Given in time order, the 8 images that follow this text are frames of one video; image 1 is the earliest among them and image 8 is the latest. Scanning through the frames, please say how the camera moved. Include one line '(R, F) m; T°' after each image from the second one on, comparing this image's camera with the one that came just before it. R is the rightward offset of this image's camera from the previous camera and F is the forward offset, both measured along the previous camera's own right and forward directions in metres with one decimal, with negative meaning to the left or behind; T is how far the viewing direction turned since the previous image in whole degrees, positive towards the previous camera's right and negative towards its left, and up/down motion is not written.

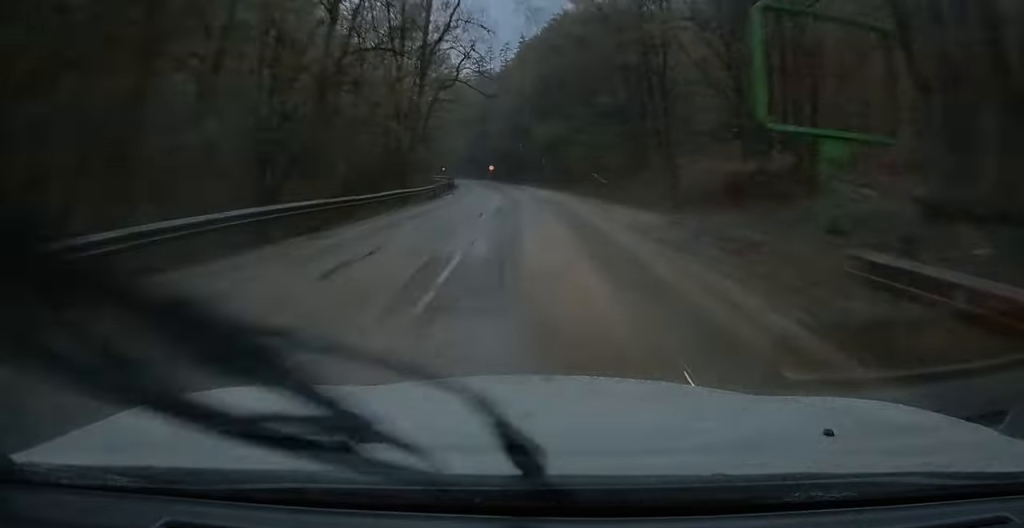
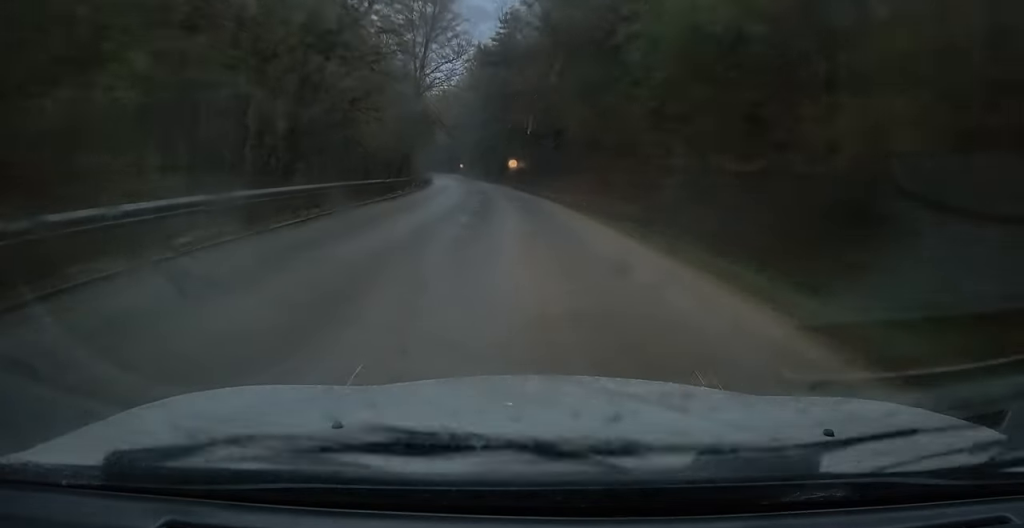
(-1.8, +49.7) m; -5°
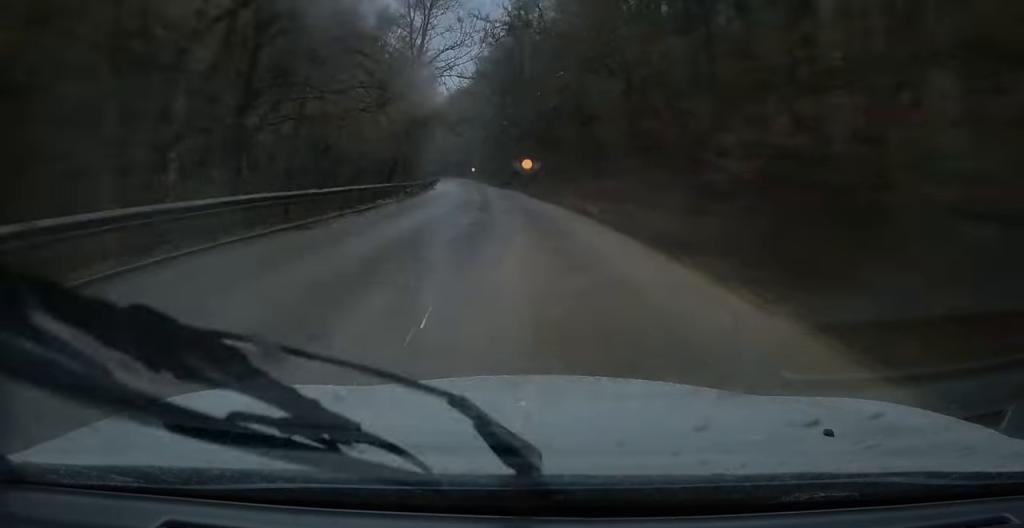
(-0.1, +10.5) m; -1°
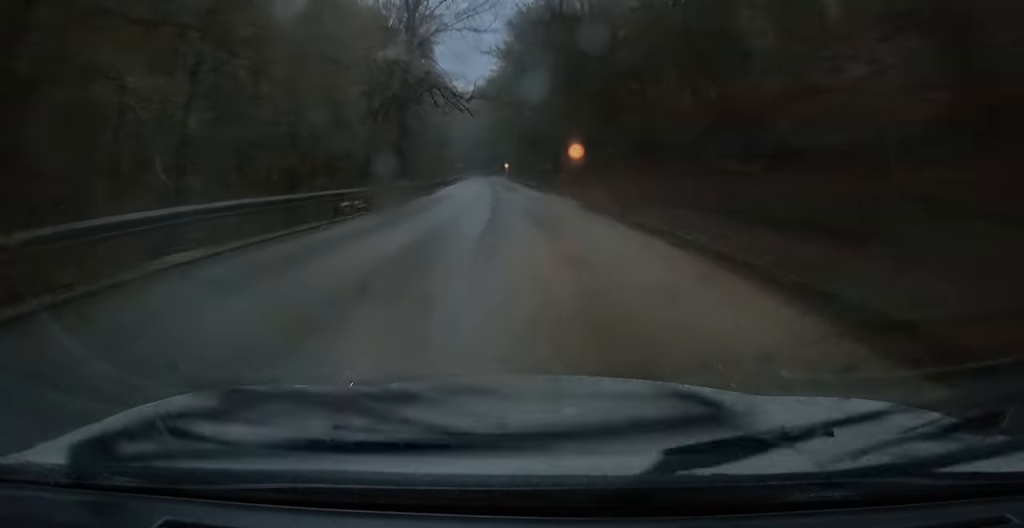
(-0.2, +19.4) m; -1°
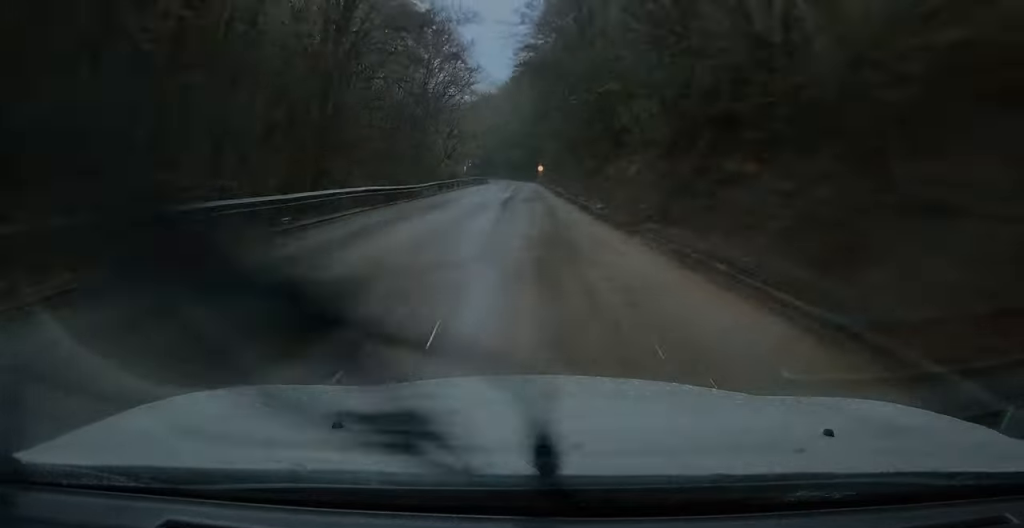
(-0.8, +33.0) m; -3°
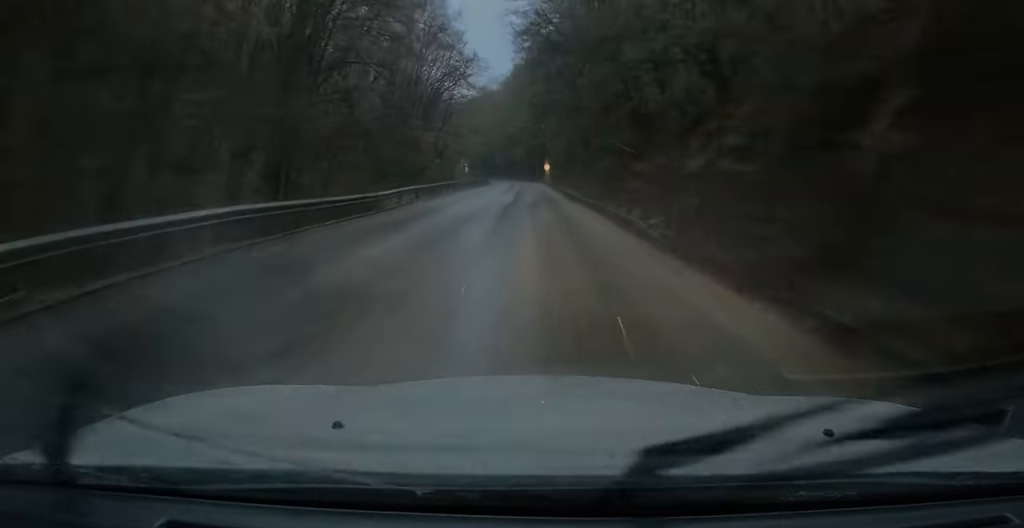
(-0.1, +9.6) m; 0°
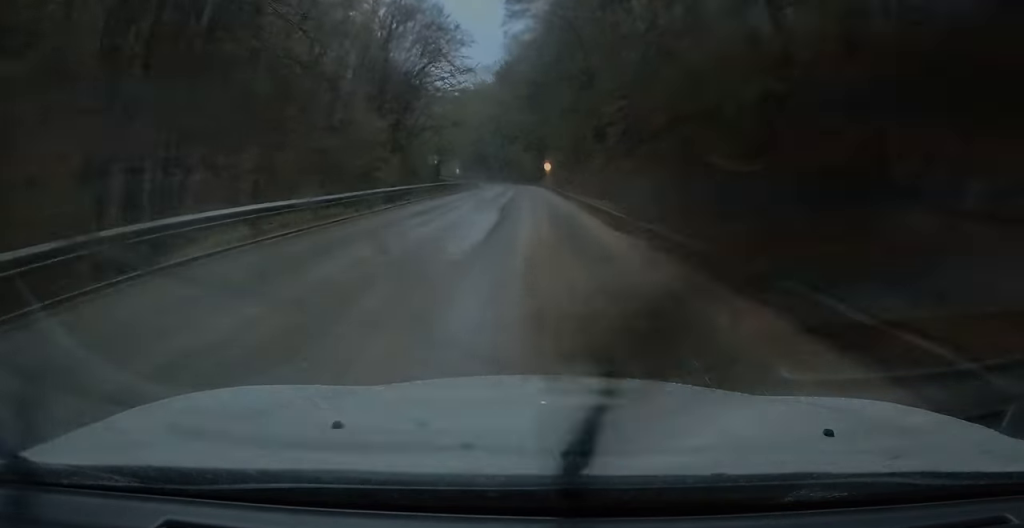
(-0.1, +17.1) m; 0°
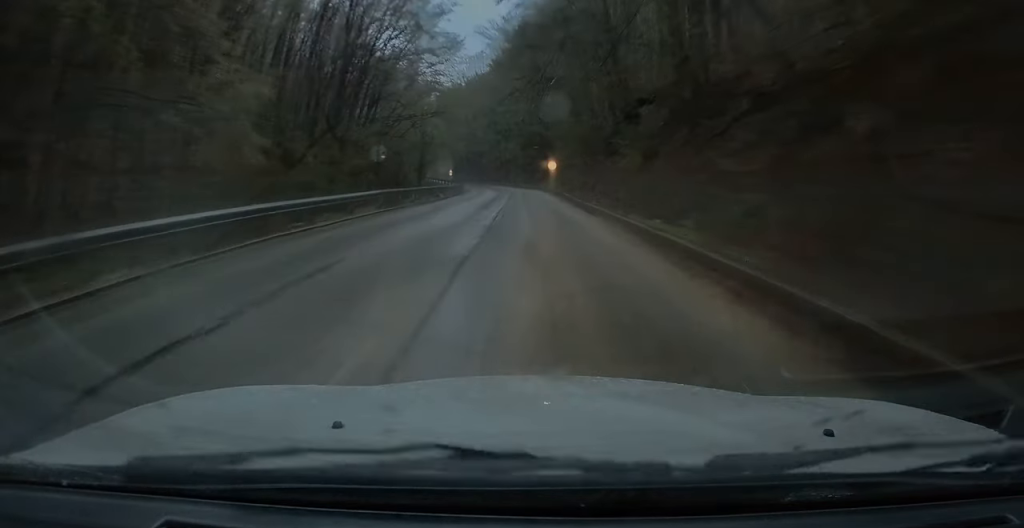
(0.0, +15.1) m; +1°
